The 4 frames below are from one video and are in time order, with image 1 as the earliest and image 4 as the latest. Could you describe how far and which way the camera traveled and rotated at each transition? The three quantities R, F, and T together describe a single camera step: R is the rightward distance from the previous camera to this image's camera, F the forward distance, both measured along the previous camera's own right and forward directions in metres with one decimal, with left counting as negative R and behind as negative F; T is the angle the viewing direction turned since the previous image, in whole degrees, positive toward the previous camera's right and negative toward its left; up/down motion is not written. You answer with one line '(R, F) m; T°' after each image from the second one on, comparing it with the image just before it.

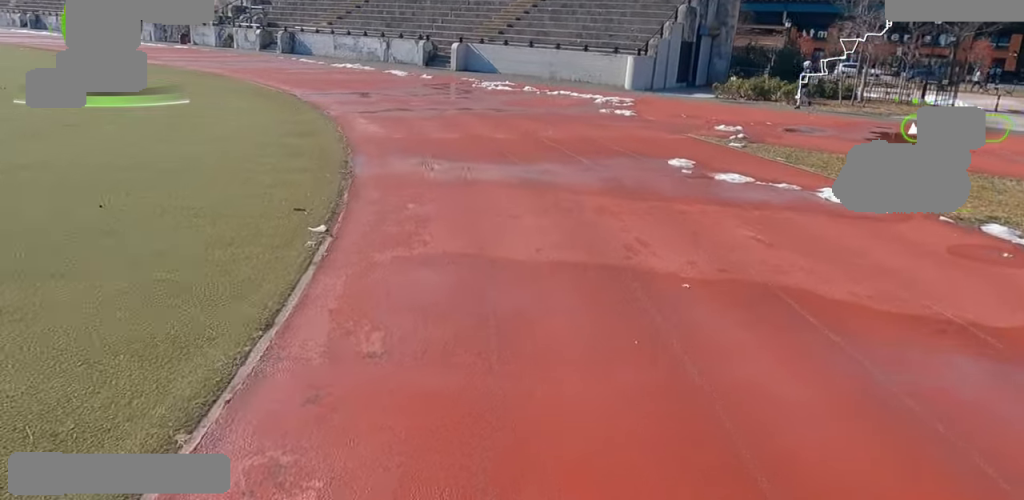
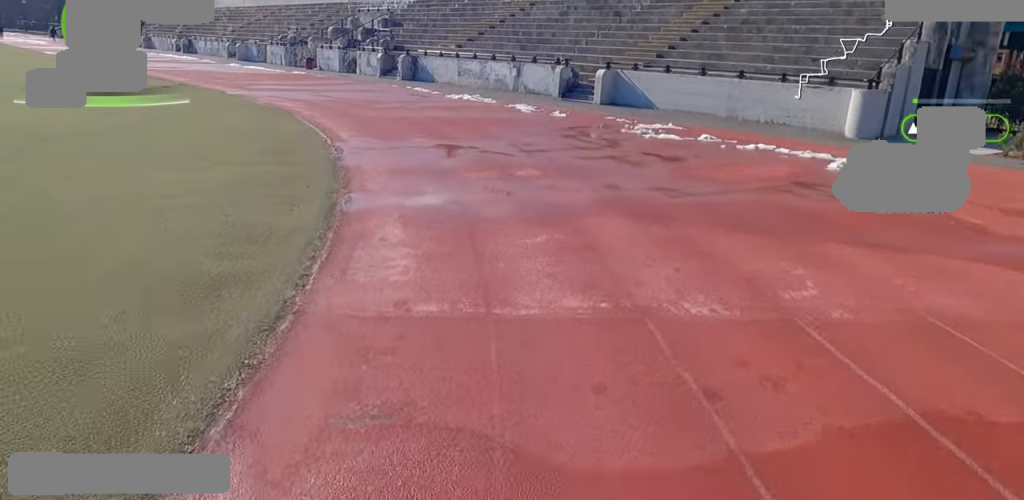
(0.0, +7.9) m; -1°
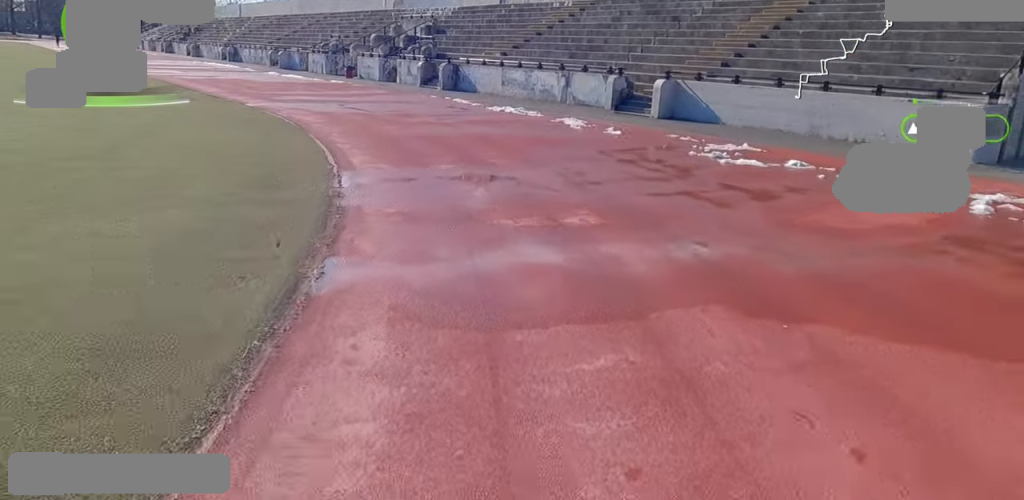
(+0.3, +2.5) m; -2°
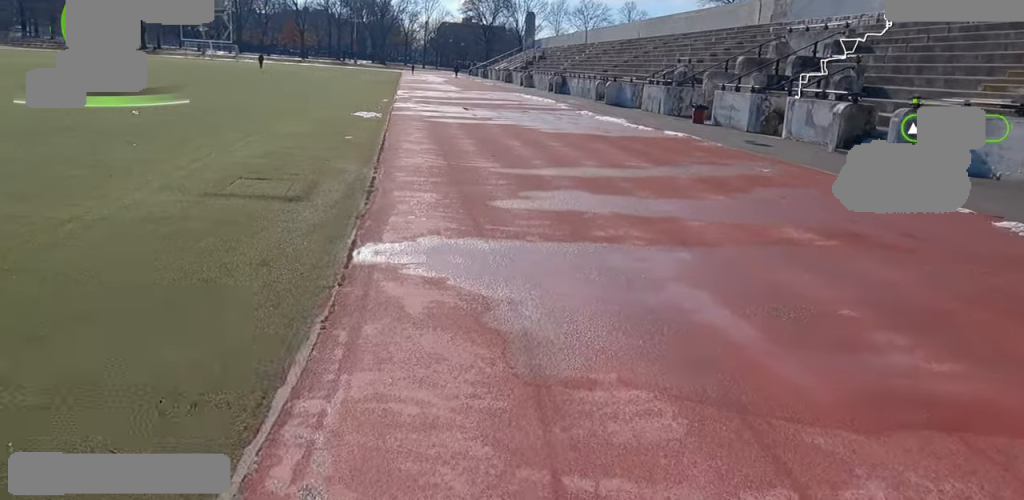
(-5.5, +14.4) m; -24°
